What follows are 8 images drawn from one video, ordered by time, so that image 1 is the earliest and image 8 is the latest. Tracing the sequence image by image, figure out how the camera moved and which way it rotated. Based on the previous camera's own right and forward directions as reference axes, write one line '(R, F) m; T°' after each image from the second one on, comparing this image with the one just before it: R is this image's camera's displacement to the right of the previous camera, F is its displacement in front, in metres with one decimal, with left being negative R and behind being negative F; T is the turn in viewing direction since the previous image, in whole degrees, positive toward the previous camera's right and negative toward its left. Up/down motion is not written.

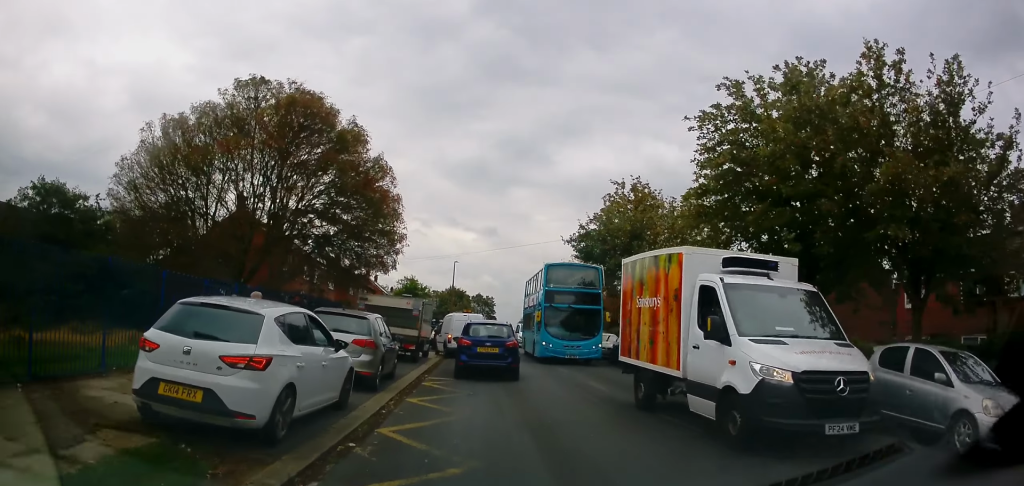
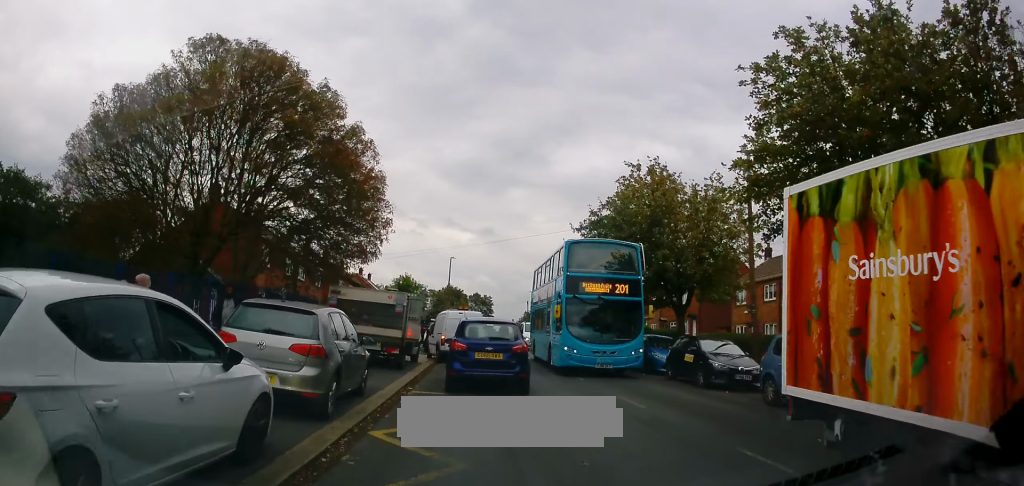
(-0.1, +3.7) m; +1°
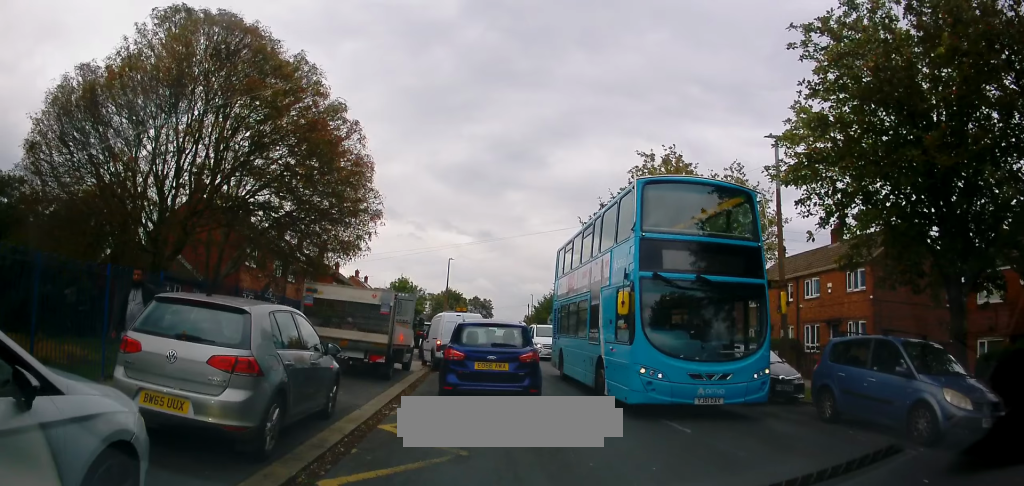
(+0.3, +3.3) m; +3°
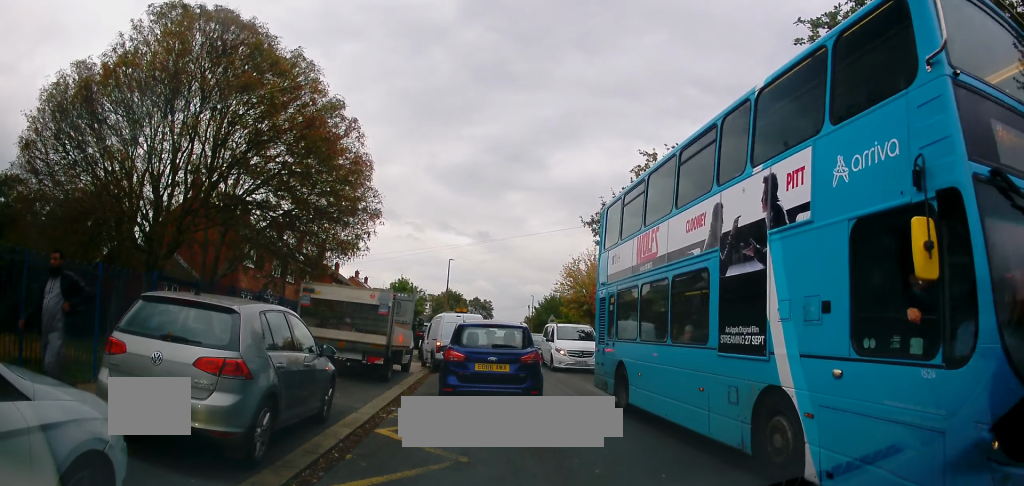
(+0.1, +0.4) m; 0°
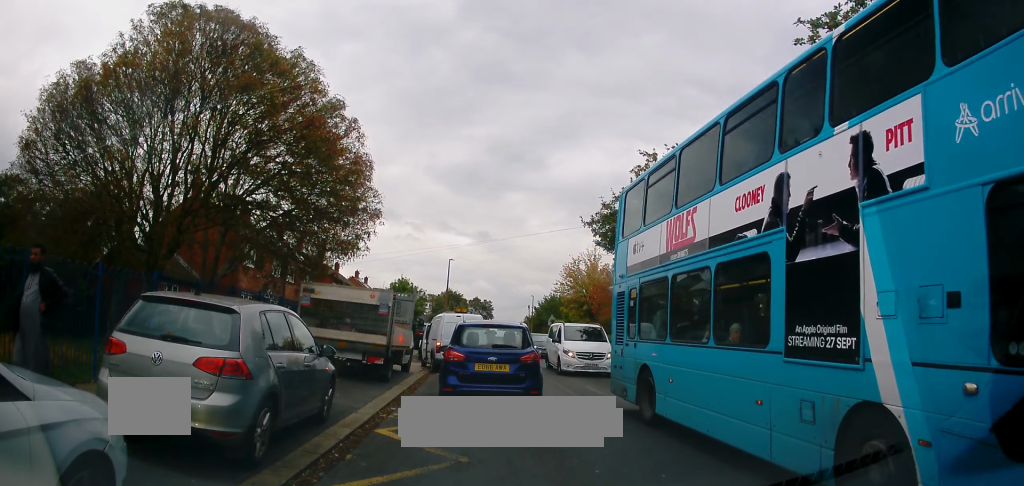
(0.0, 0.0) m; 0°
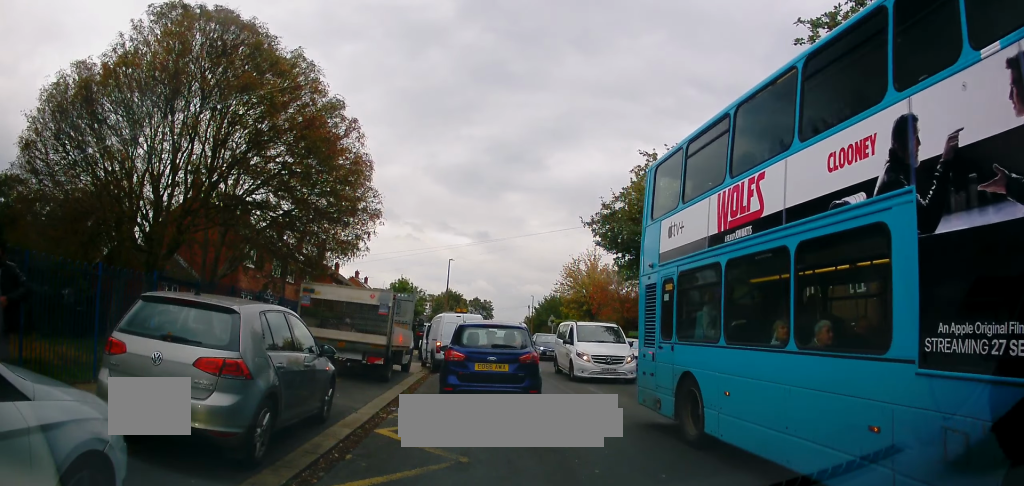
(0.0, 0.0) m; 0°
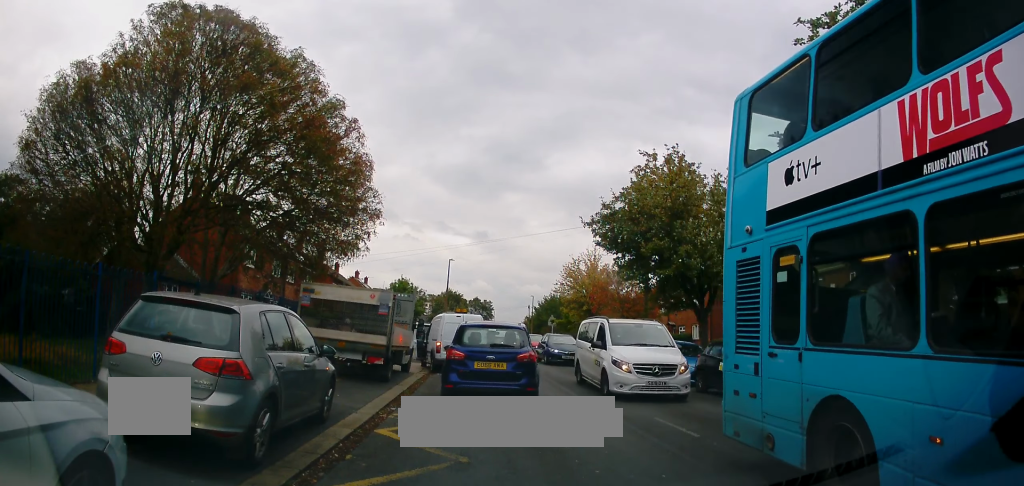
(0.0, 0.0) m; 0°
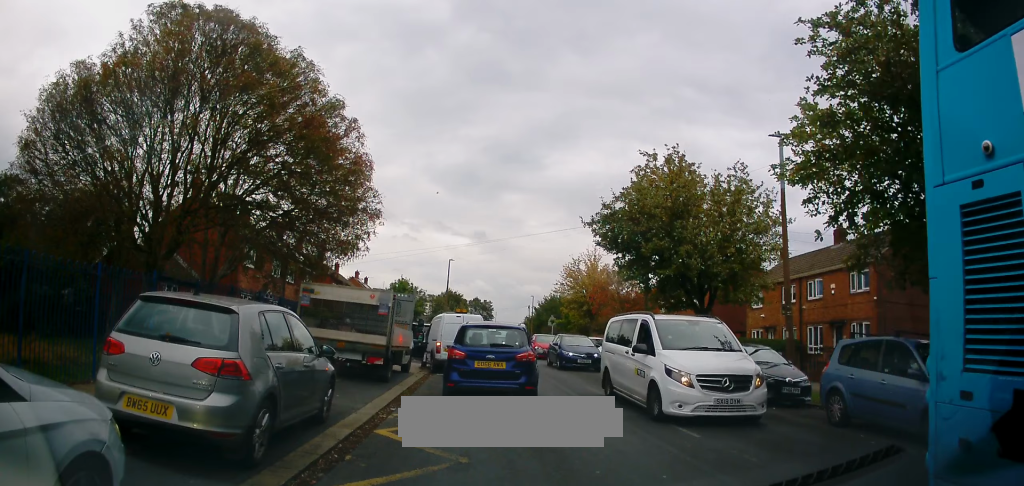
(0.0, 0.0) m; 0°
